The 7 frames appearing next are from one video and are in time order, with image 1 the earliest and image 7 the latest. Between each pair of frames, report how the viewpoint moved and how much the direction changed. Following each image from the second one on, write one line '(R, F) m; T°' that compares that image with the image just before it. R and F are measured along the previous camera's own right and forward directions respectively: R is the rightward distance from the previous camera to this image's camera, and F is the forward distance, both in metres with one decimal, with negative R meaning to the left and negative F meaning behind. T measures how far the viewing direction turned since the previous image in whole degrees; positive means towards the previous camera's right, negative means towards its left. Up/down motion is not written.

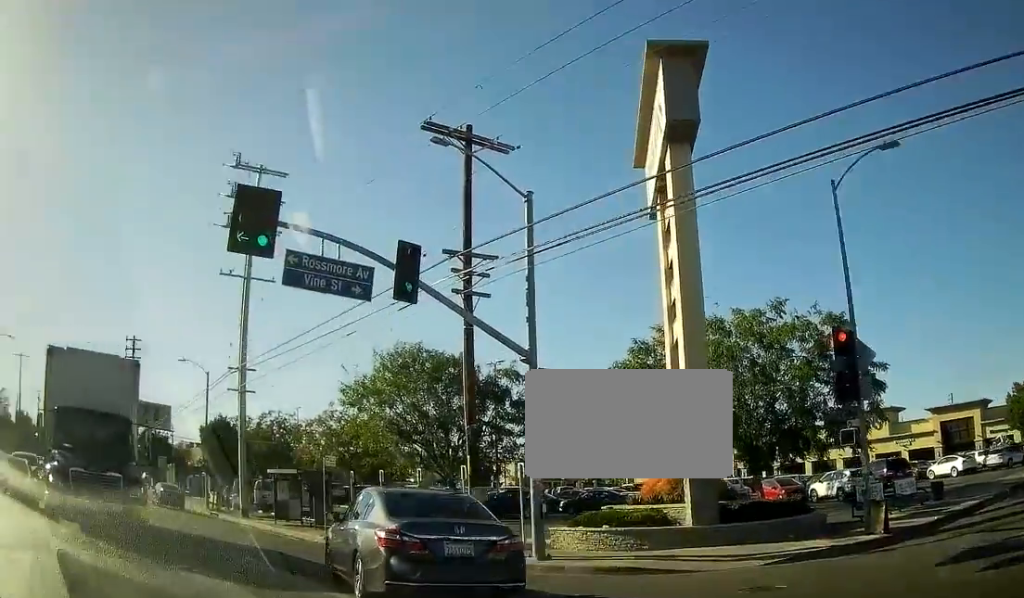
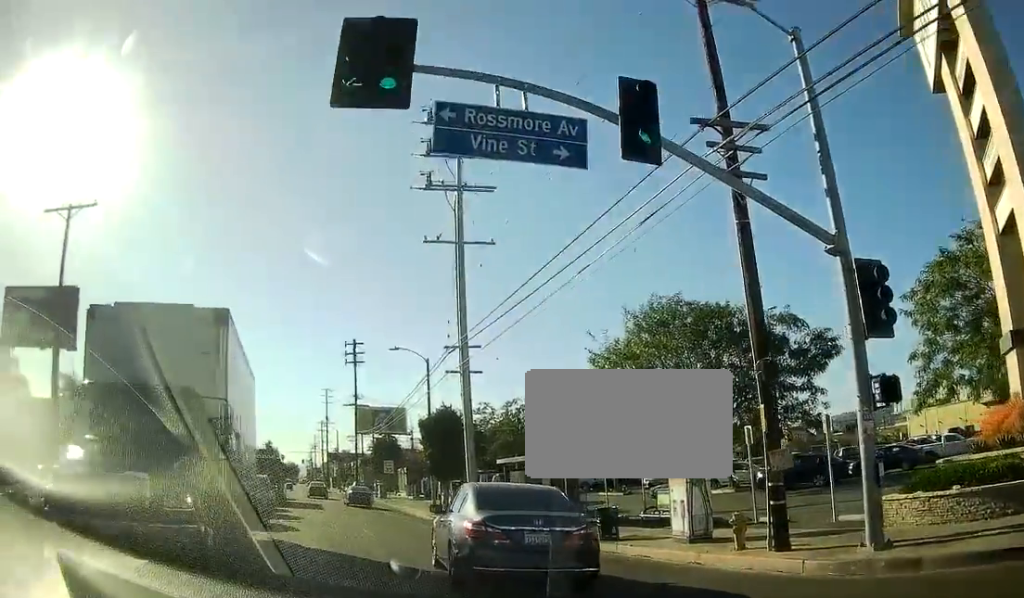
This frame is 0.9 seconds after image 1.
(-1.5, +5.7) m; -22°
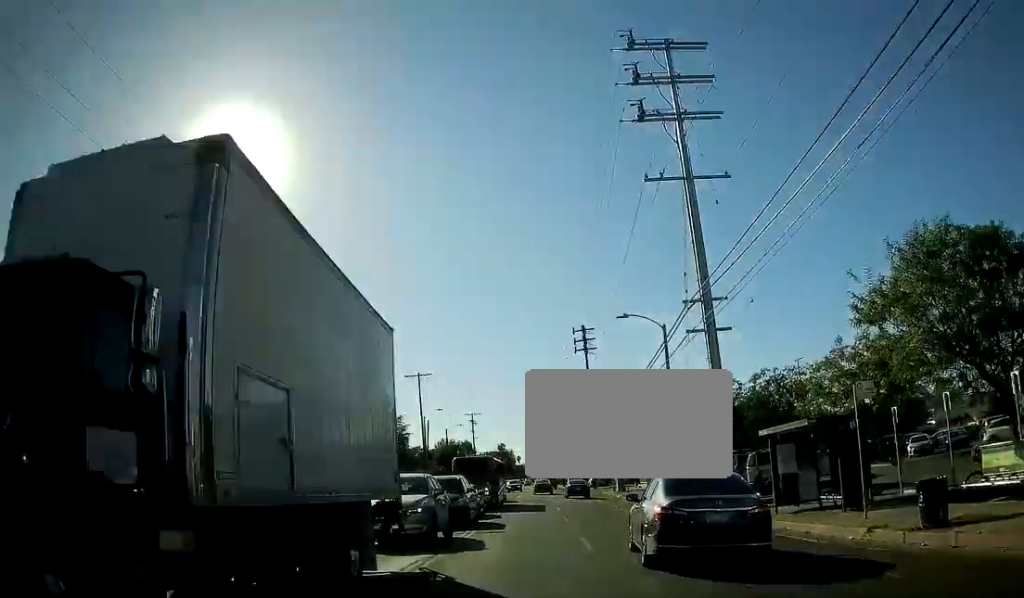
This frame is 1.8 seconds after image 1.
(-1.0, +6.4) m; -12°
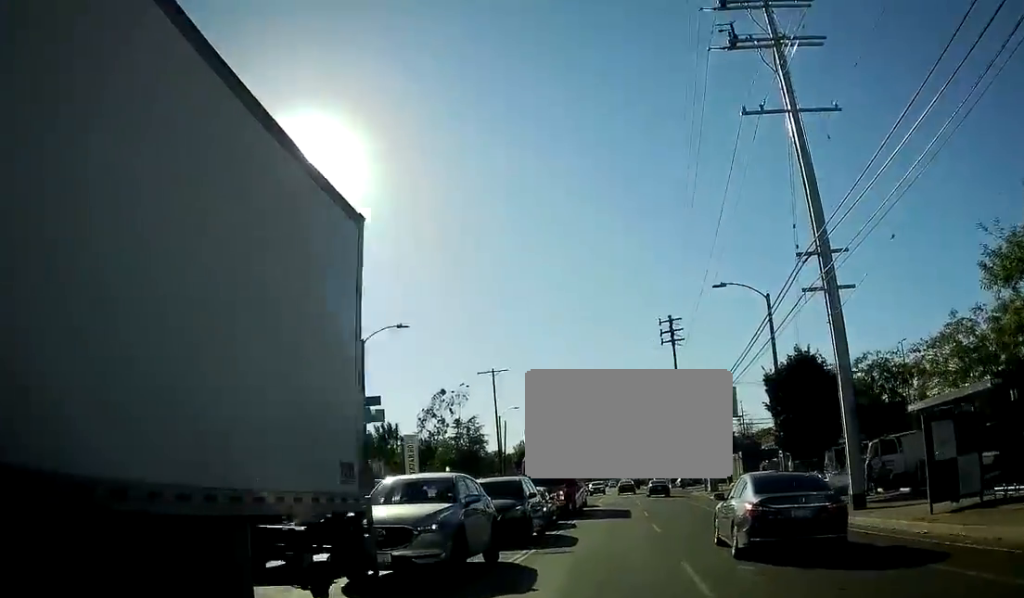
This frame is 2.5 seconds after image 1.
(-0.3, +6.0) m; -5°
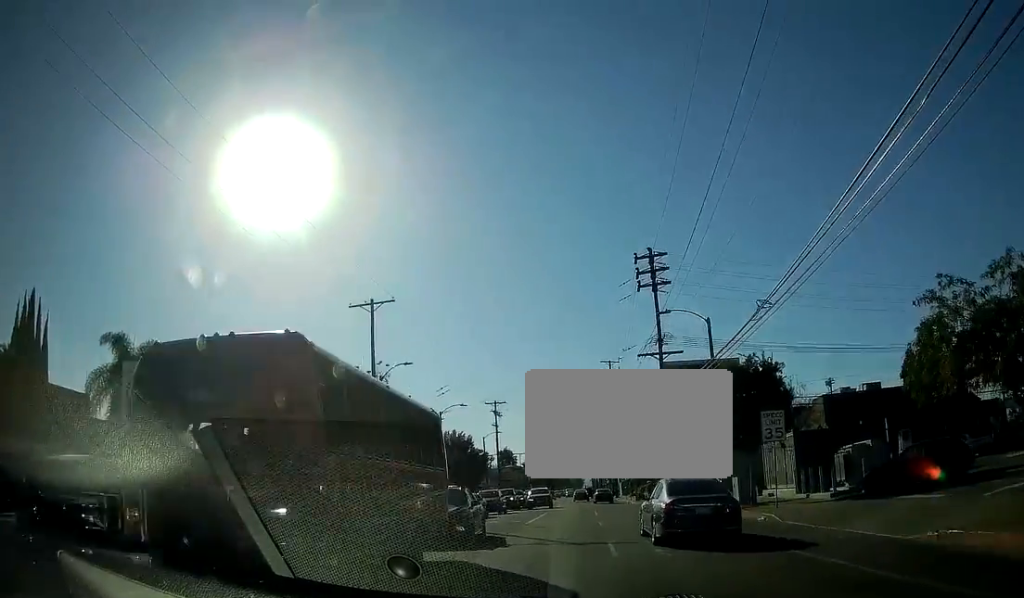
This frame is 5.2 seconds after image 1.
(-1.0, +29.0) m; -2°
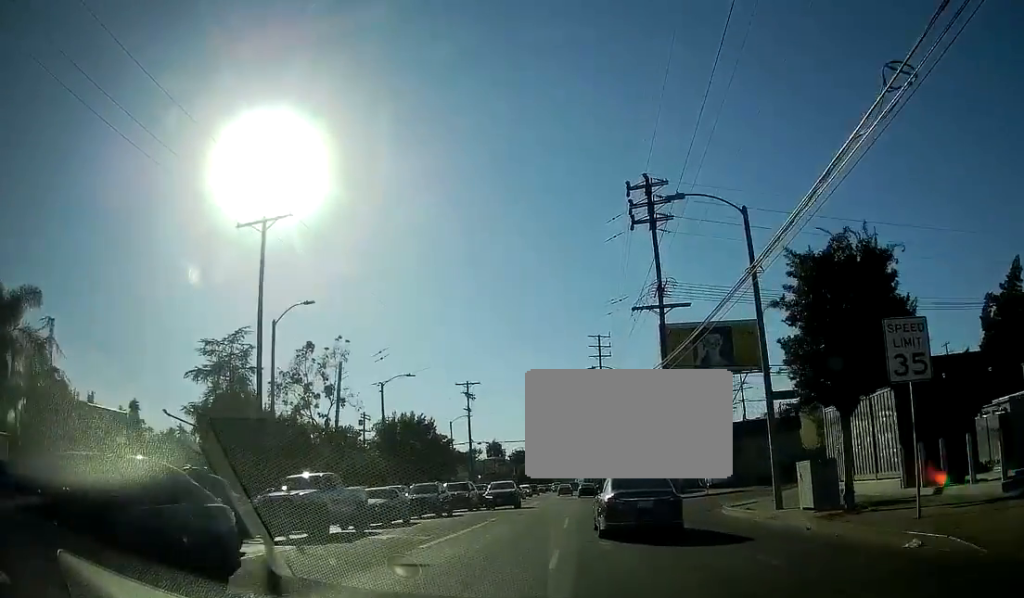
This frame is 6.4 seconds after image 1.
(0.0, +14.3) m; 0°
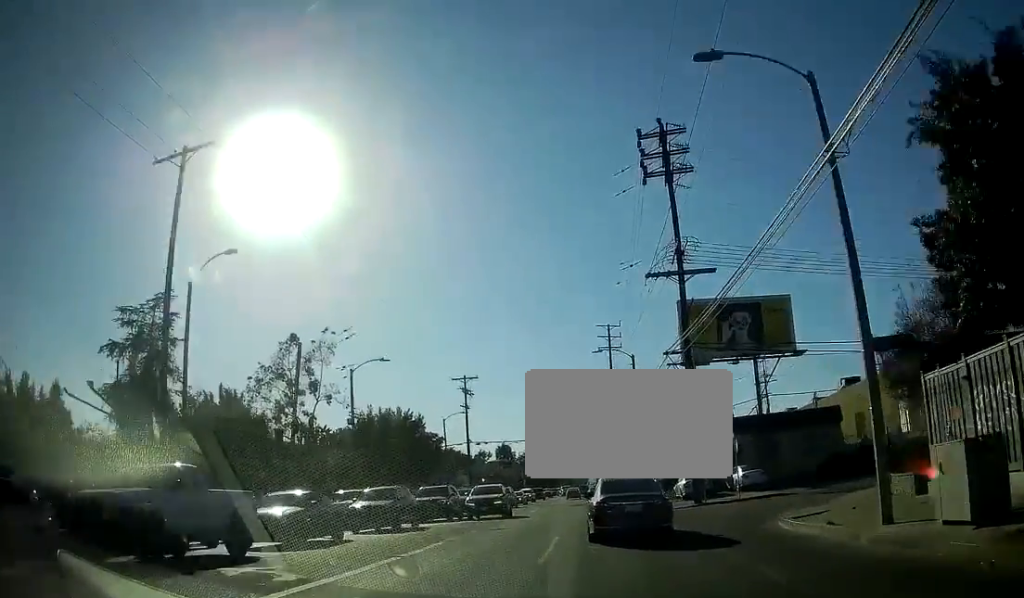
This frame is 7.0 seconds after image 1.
(0.0, +7.7) m; 0°
